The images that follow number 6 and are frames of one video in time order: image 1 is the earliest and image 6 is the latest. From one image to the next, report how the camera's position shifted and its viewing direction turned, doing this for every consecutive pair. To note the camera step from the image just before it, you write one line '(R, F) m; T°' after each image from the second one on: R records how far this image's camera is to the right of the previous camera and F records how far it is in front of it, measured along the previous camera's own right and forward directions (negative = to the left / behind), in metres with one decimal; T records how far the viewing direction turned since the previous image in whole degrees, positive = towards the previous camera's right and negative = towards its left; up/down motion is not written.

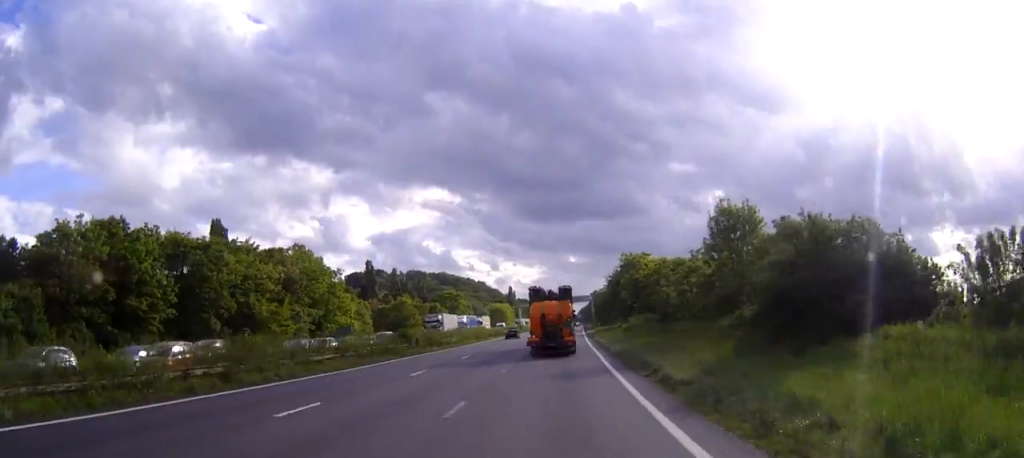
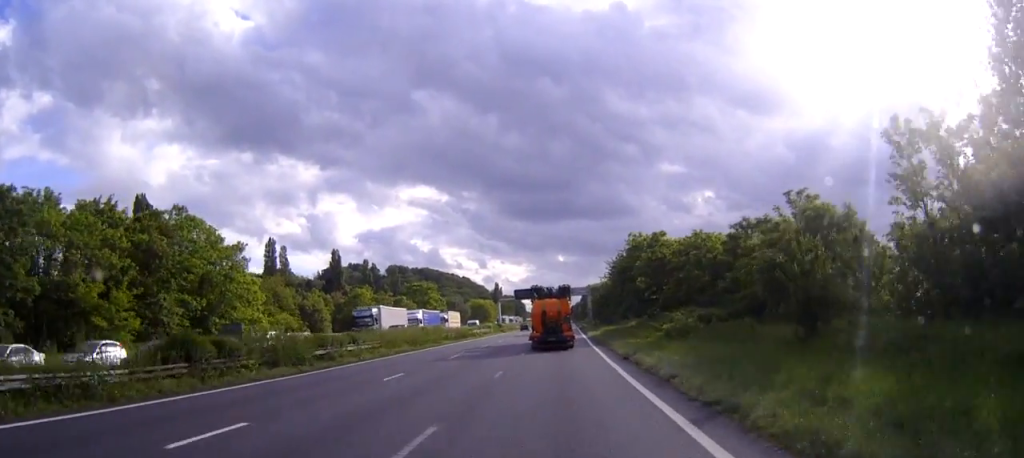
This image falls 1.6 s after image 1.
(+0.2, +32.0) m; +1°
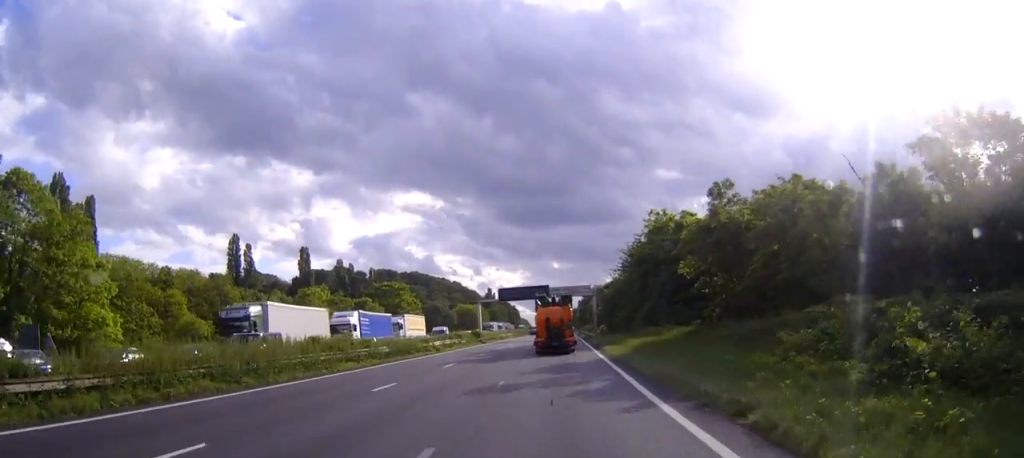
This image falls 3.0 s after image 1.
(0.0, +29.2) m; 0°
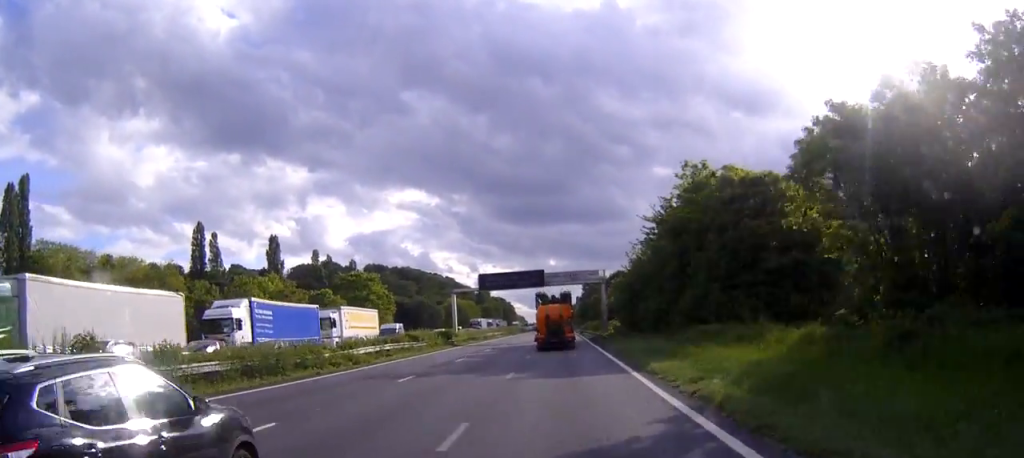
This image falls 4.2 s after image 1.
(+0.1, +24.4) m; 0°
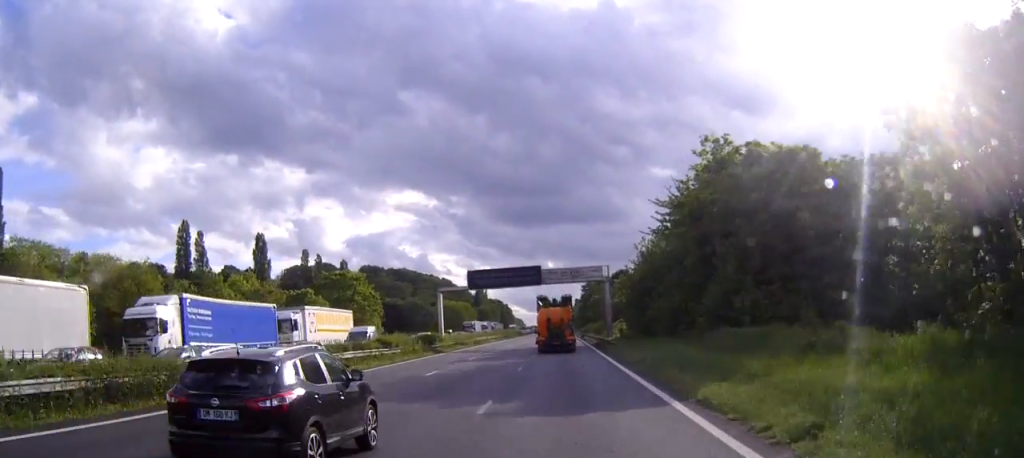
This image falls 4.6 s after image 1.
(0.0, +8.8) m; 0°
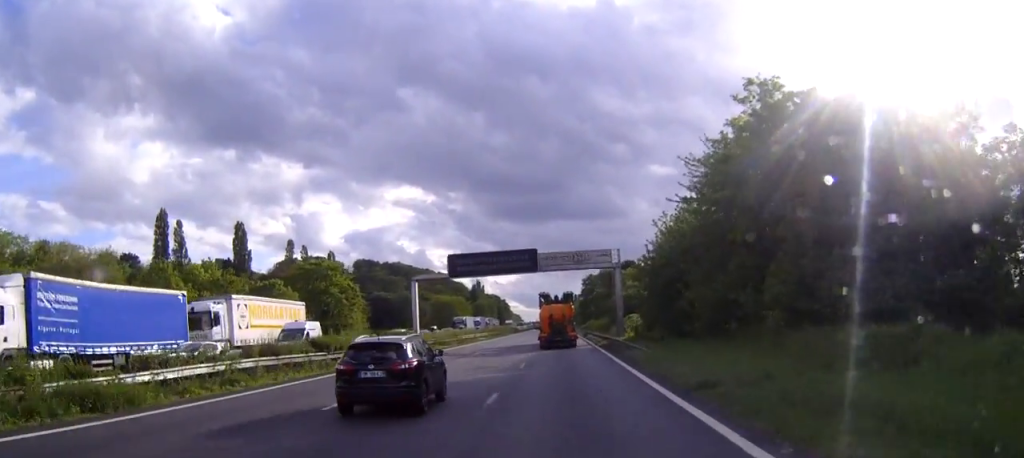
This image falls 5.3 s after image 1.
(0.0, +12.9) m; 0°
